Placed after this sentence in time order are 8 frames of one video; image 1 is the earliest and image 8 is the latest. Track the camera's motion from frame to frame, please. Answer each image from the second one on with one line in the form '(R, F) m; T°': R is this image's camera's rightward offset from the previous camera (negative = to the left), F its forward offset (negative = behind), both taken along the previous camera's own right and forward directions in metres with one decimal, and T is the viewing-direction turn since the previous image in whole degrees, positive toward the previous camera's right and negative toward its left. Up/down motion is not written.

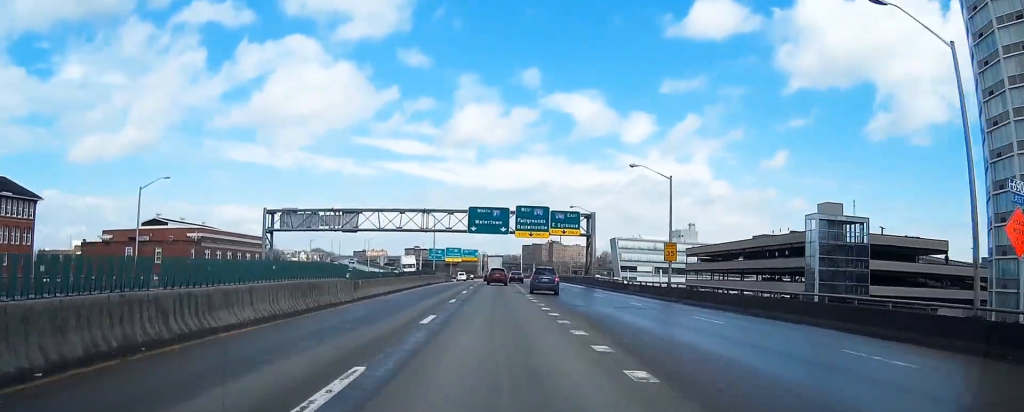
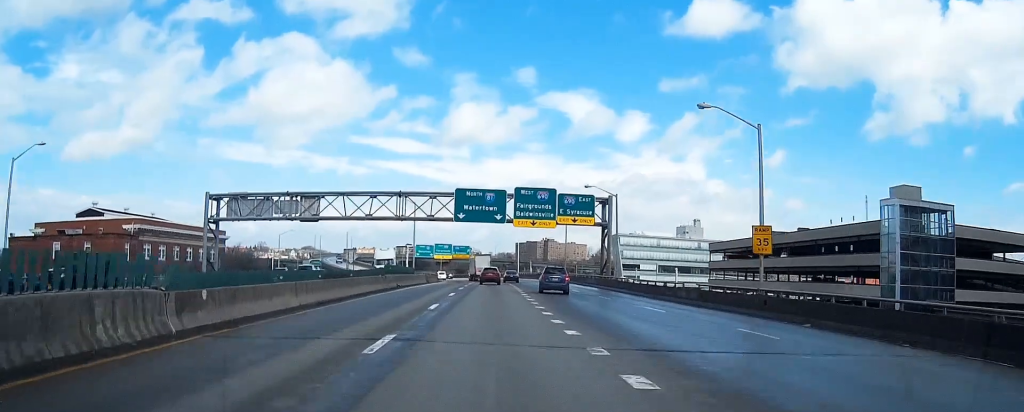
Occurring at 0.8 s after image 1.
(0.0, +18.8) m; 0°
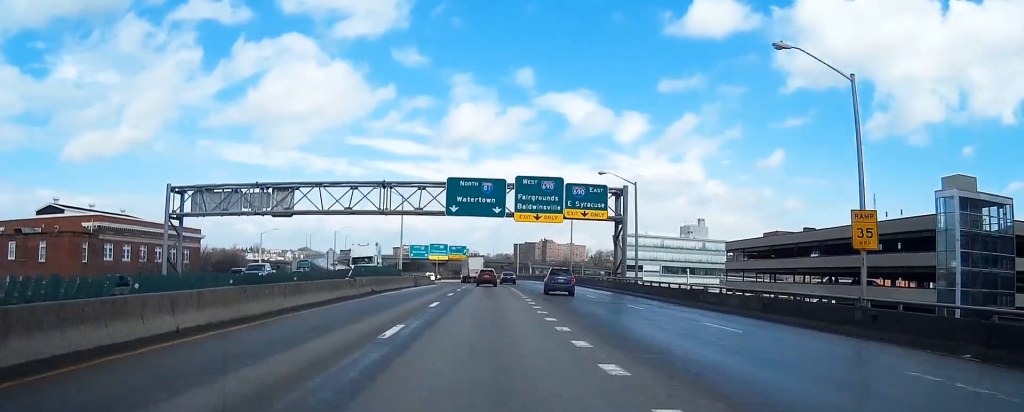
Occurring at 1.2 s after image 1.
(0.0, +9.8) m; 0°
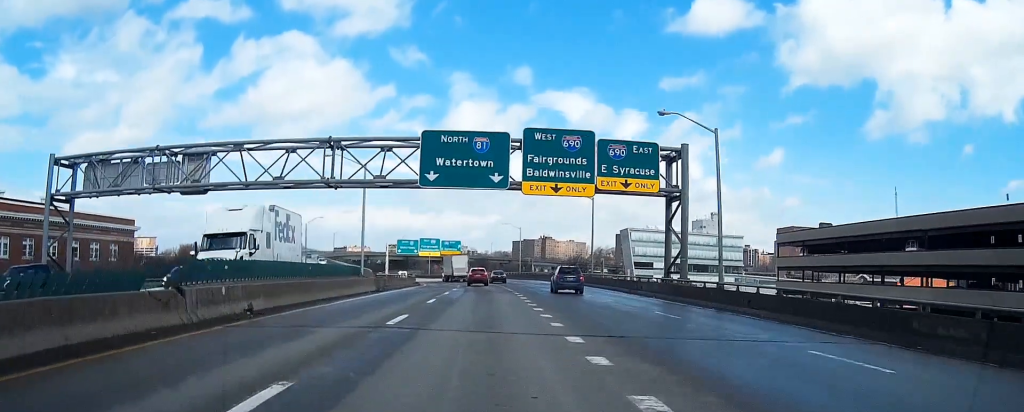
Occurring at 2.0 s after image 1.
(+0.1, +21.1) m; 0°
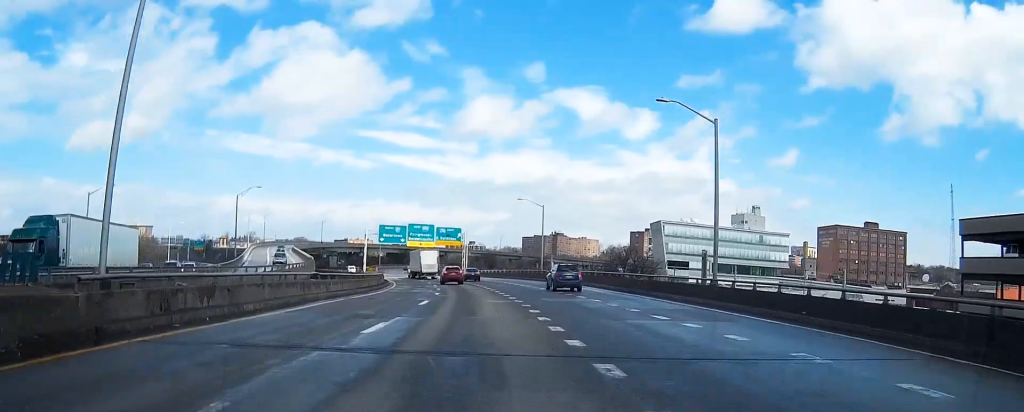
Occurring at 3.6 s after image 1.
(0.0, +37.5) m; -1°
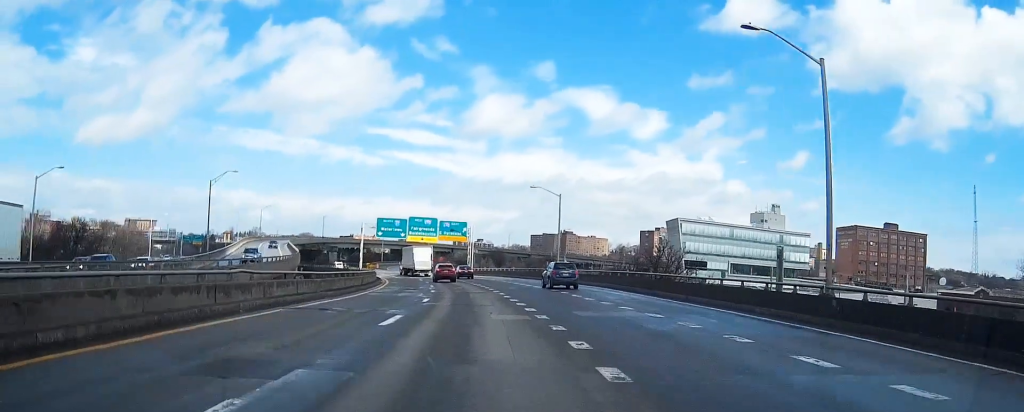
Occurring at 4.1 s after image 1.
(+0.1, +11.0) m; -1°
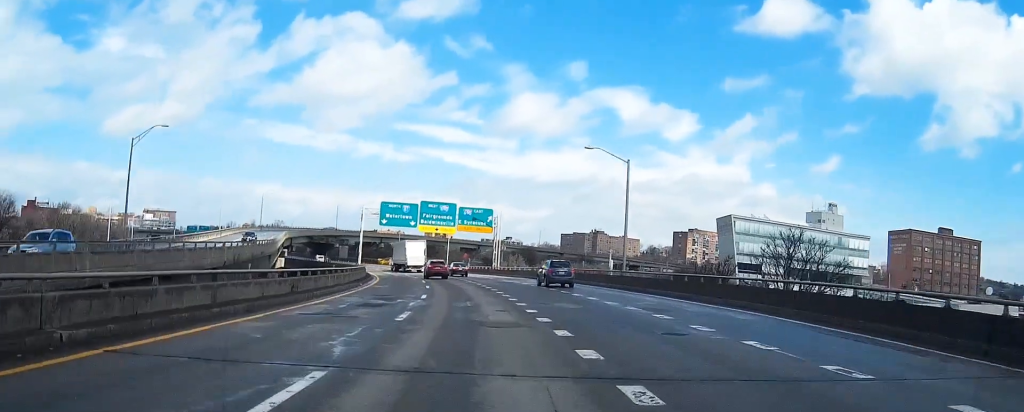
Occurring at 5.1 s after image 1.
(-0.5, +23.3) m; -3°
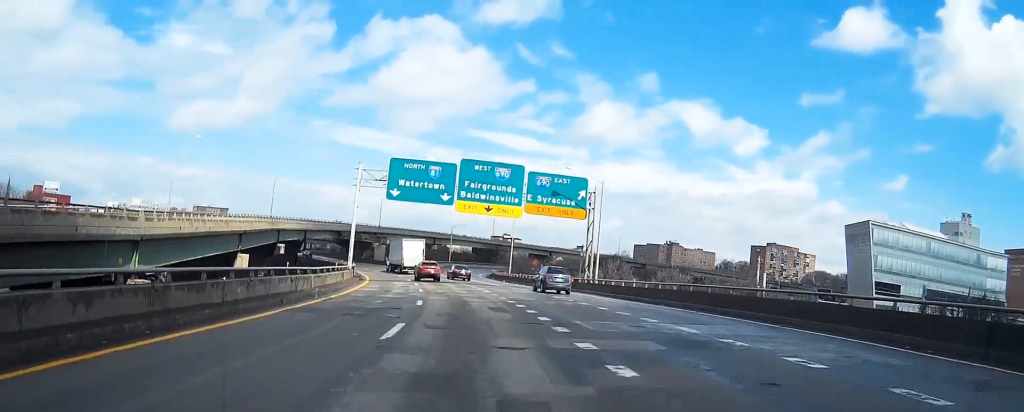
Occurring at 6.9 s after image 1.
(-2.1, +41.2) m; -10°
